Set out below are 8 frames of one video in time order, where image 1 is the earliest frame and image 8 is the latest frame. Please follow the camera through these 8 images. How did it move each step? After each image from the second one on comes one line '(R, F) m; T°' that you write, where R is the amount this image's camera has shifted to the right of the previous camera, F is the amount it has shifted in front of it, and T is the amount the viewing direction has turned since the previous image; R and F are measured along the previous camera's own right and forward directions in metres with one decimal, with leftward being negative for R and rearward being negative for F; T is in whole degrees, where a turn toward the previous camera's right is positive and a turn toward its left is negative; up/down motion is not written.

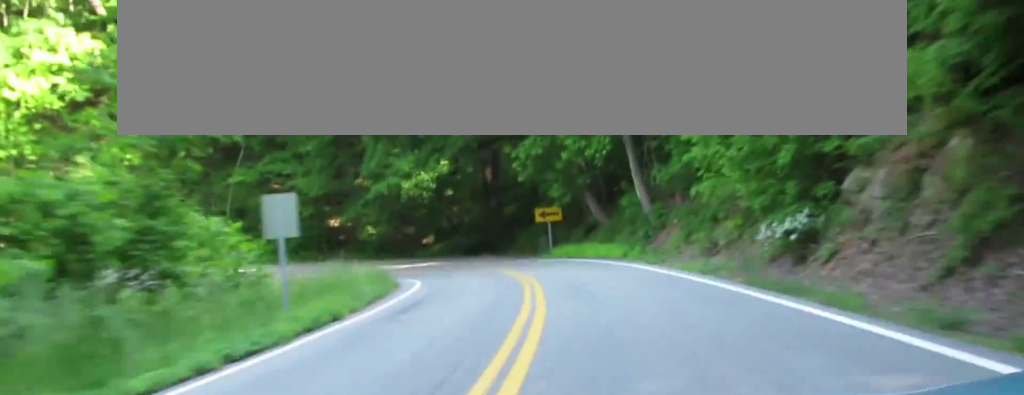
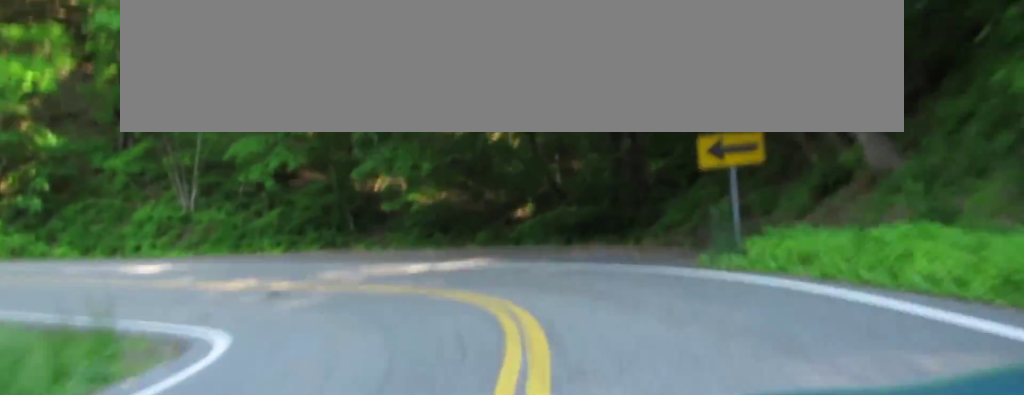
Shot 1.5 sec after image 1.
(-1.0, +21.0) m; -7°
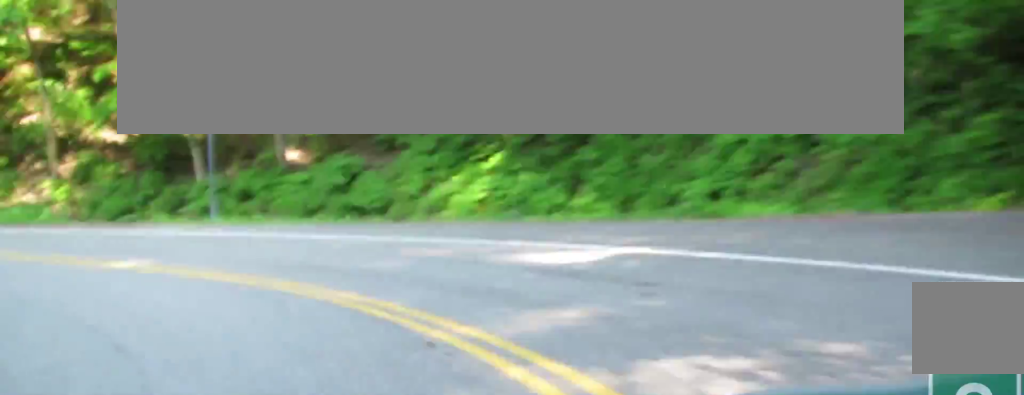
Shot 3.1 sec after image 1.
(-1.9, +20.1) m; -38°
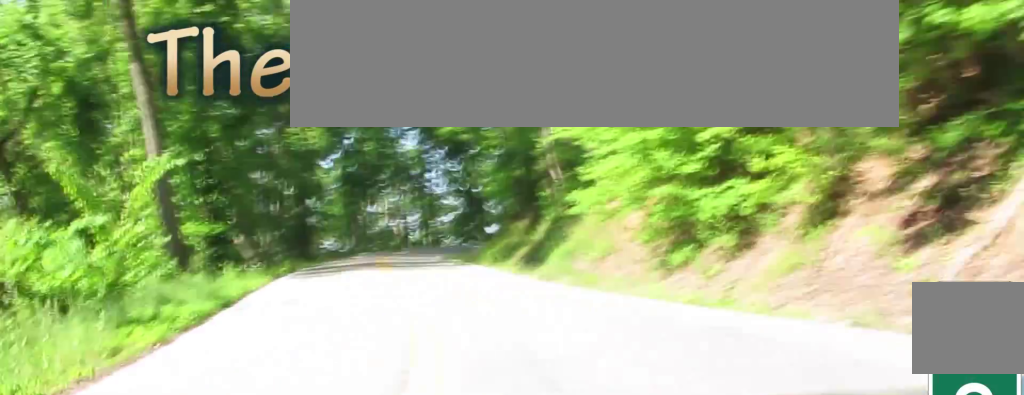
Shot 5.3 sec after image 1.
(-16.6, +23.9) m; -37°
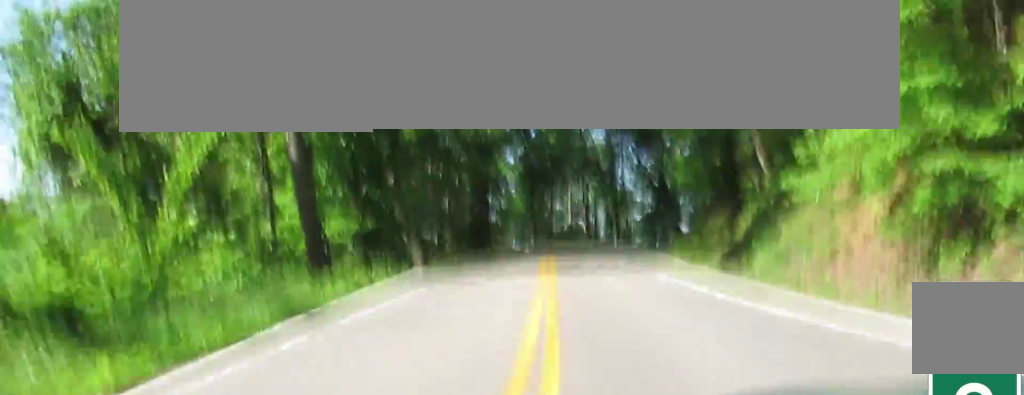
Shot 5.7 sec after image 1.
(-0.2, +8.2) m; -13°
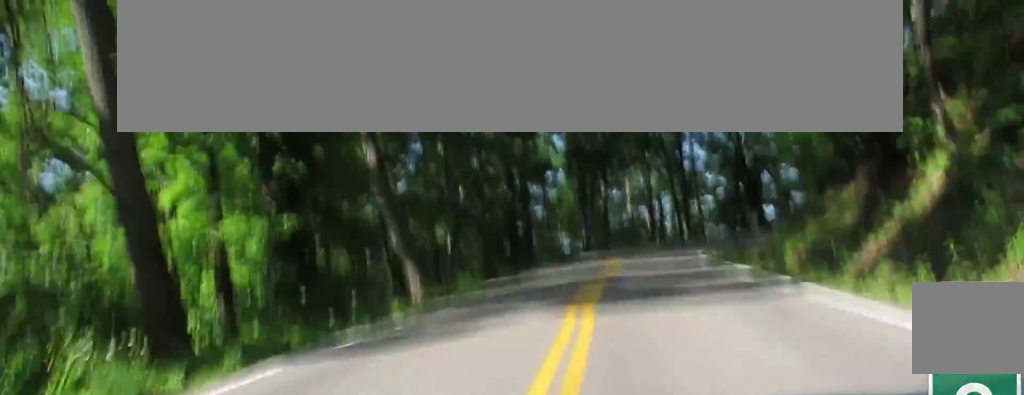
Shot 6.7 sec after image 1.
(-3.1, +14.6) m; -38°
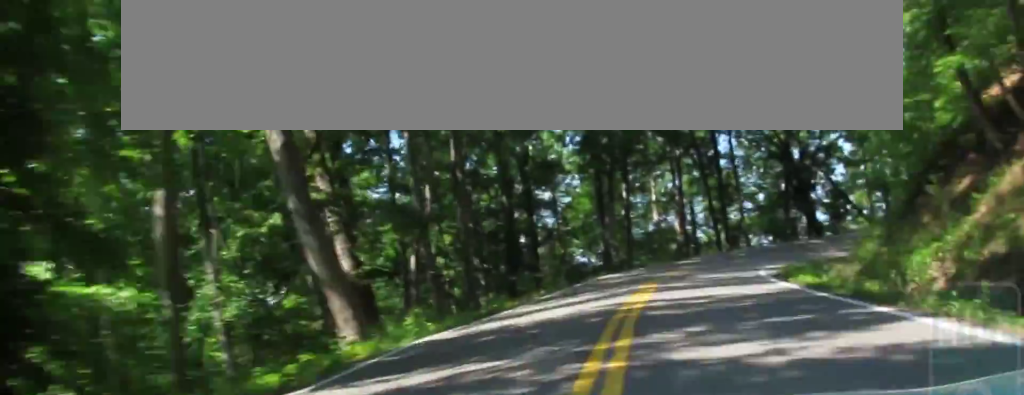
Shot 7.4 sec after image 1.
(-2.8, +11.6) m; -30°
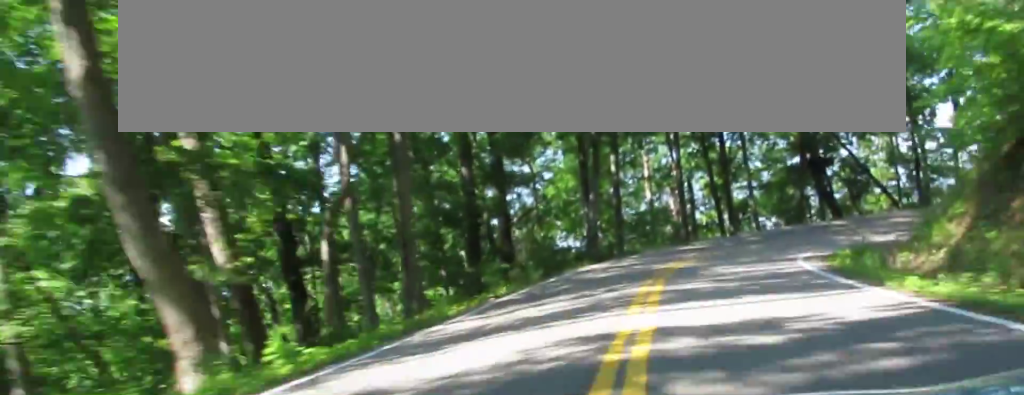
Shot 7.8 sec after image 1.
(-3.1, +11.8) m; 0°
